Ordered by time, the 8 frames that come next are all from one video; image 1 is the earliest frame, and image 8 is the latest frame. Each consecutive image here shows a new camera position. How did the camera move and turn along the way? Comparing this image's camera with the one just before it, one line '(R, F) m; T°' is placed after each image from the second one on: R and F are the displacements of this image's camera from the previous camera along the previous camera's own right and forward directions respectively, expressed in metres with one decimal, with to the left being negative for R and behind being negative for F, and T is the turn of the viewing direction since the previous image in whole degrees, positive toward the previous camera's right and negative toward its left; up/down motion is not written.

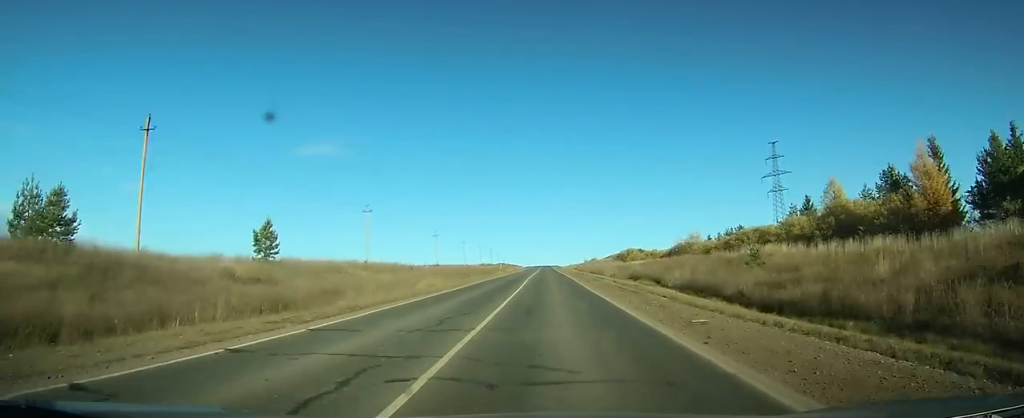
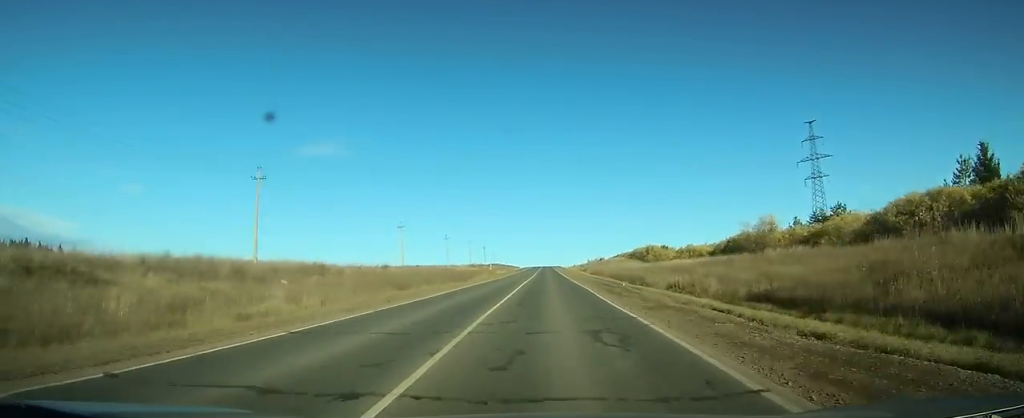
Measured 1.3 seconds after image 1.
(+0.1, +34.1) m; 0°
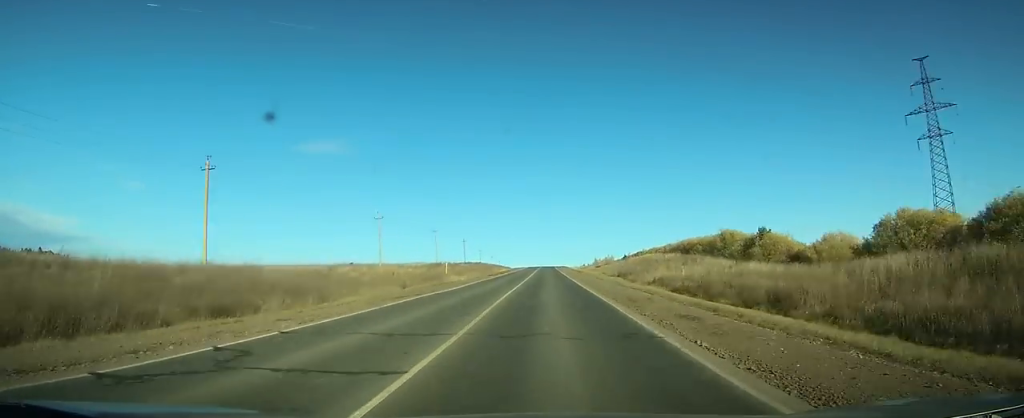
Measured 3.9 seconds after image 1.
(-0.1, +64.4) m; 0°
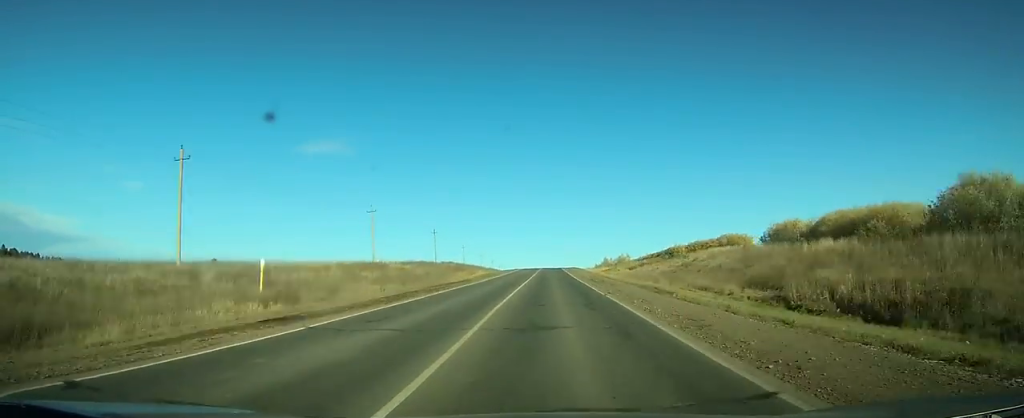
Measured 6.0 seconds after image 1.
(-0.2, +53.9) m; 0°
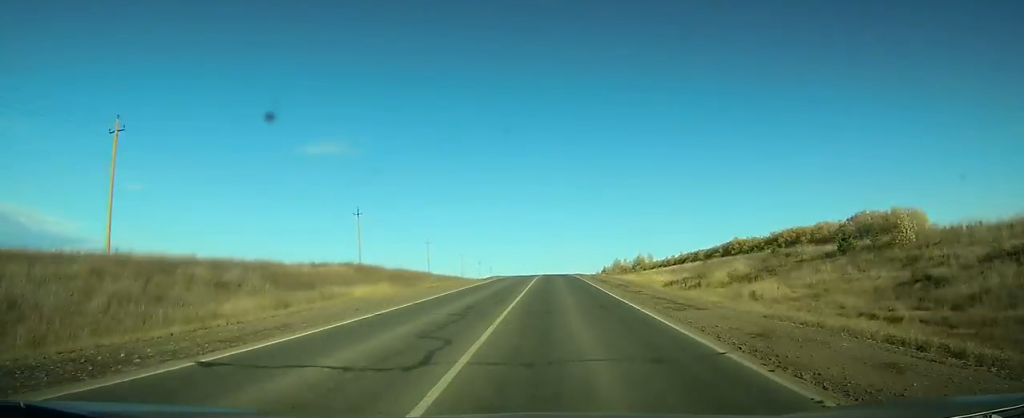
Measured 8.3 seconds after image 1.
(-0.1, +57.0) m; 0°
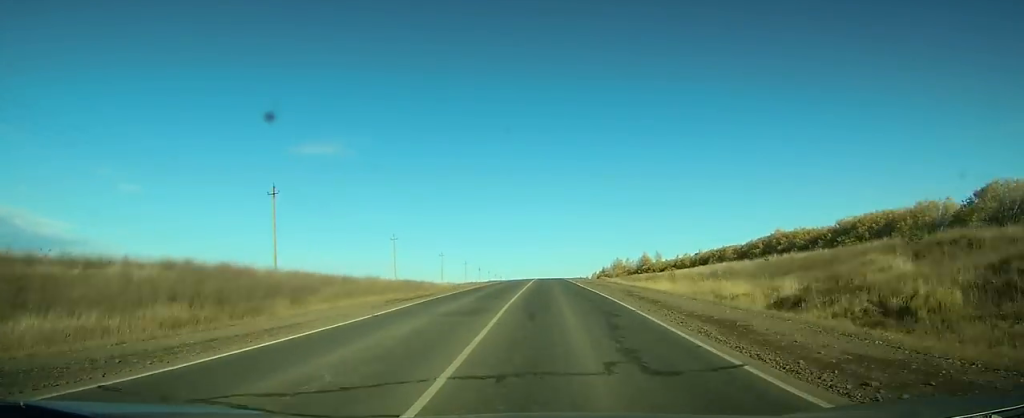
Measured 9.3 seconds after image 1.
(0.0, +25.1) m; 0°
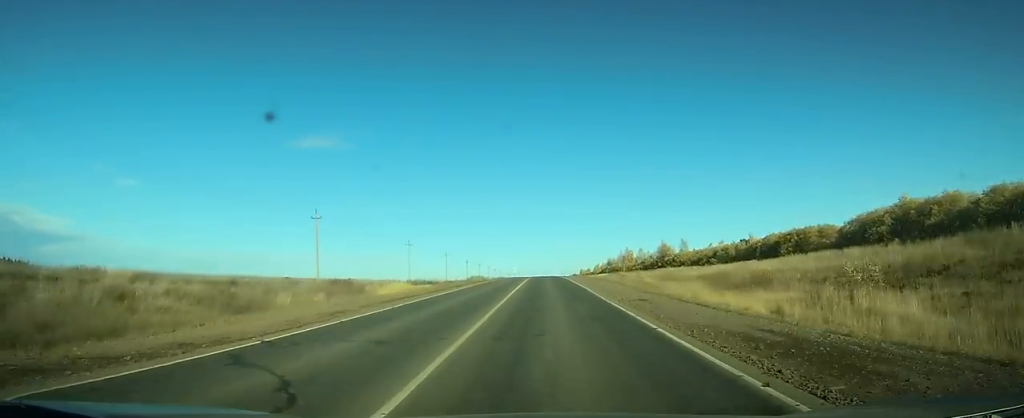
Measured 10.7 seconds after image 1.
(+0.1, +36.8) m; 0°
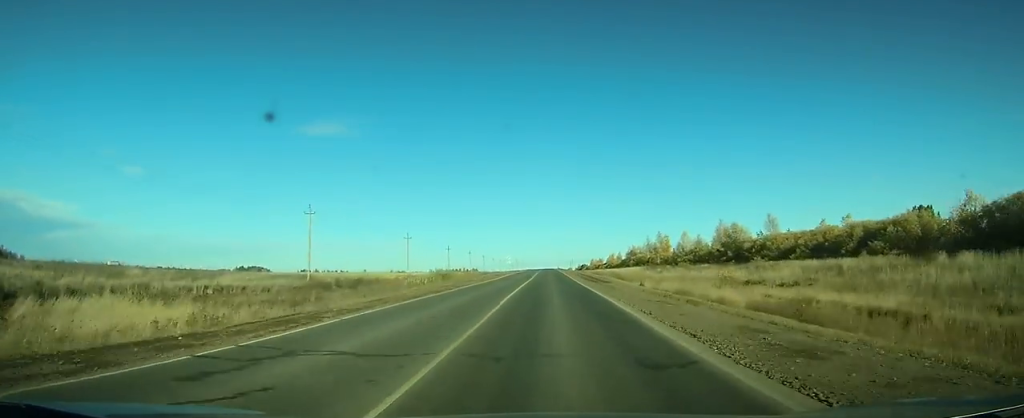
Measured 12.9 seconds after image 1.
(+0.3, +55.3) m; 0°
